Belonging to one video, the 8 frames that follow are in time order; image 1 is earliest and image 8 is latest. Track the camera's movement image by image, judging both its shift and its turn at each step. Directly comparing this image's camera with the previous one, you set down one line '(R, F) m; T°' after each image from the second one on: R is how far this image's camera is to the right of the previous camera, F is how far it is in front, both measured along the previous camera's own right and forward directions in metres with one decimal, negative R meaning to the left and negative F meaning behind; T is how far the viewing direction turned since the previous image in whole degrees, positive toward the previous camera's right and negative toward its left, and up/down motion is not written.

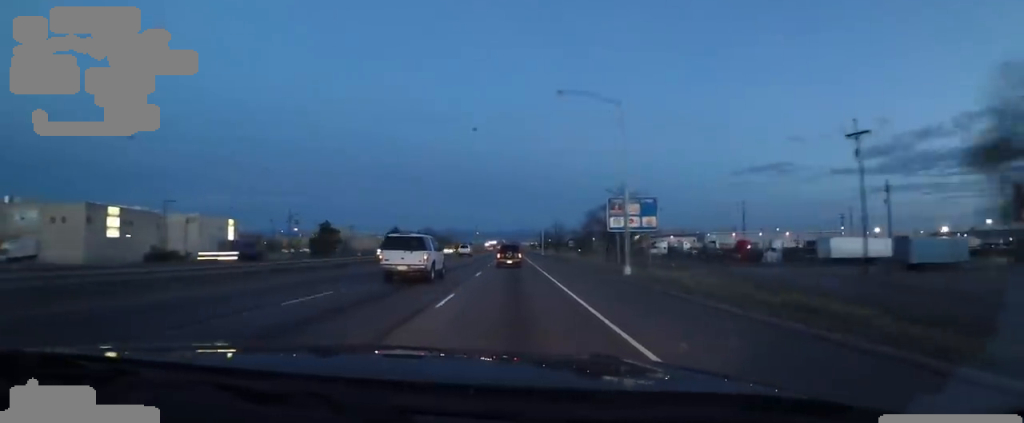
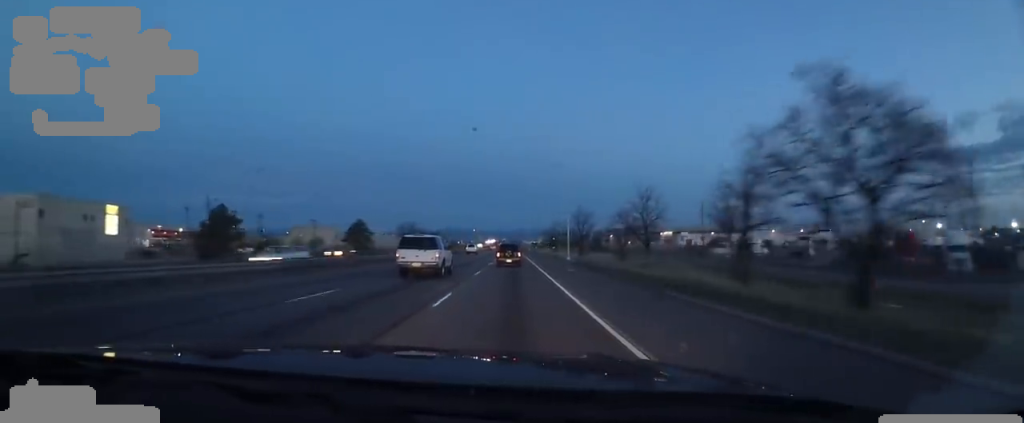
(-1.1, +35.6) m; -2°
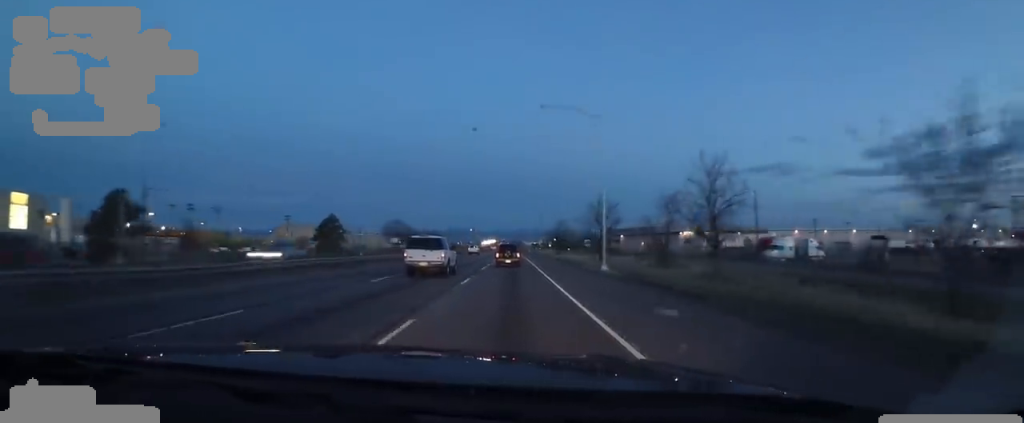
(+0.8, +17.2) m; +1°
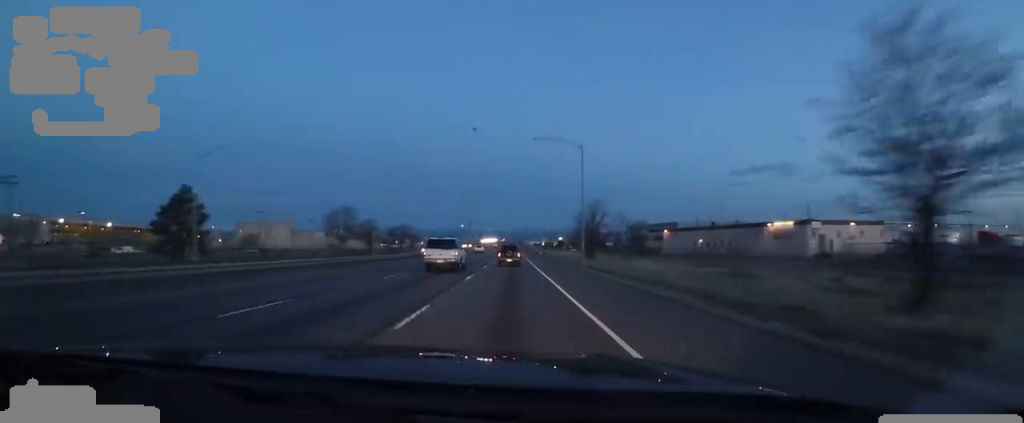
(+0.8, +47.1) m; +2°
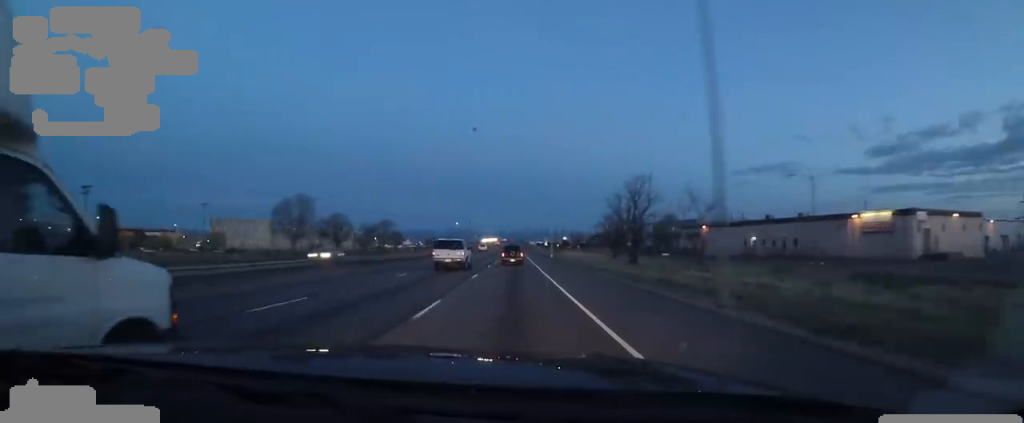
(0.0, +23.7) m; -1°
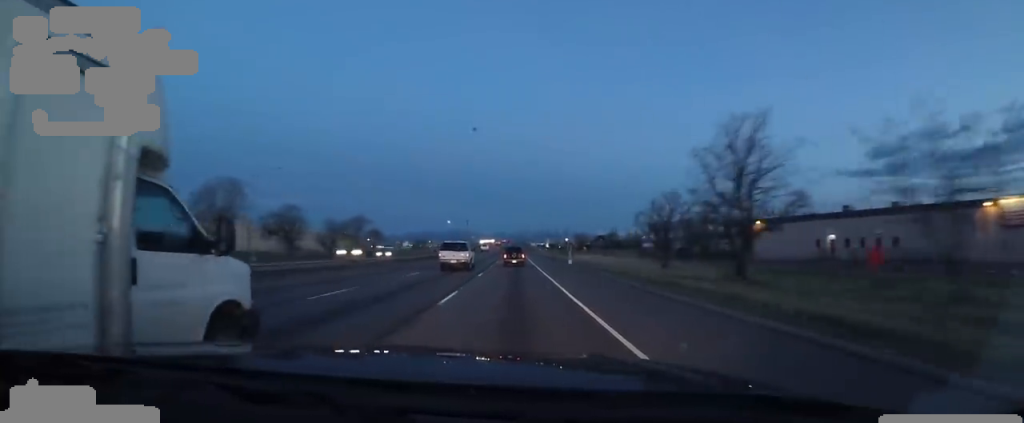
(-0.4, +22.5) m; -1°
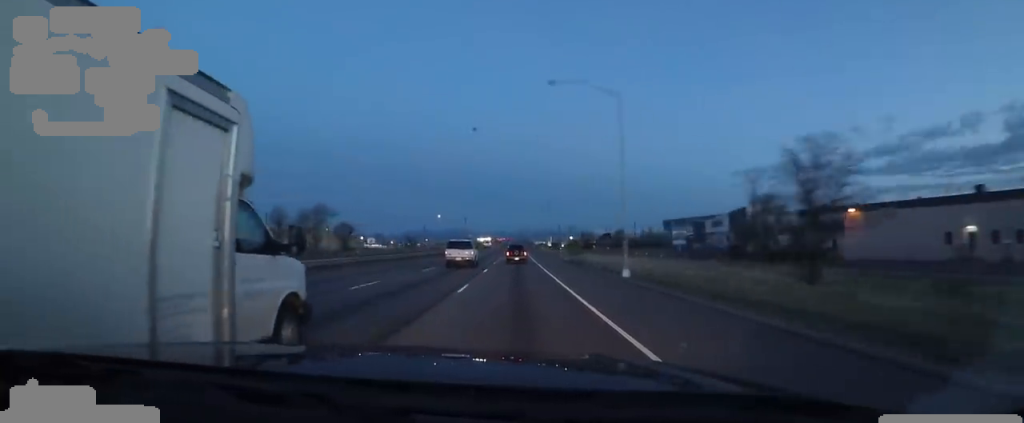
(-0.2, +22.6) m; +1°
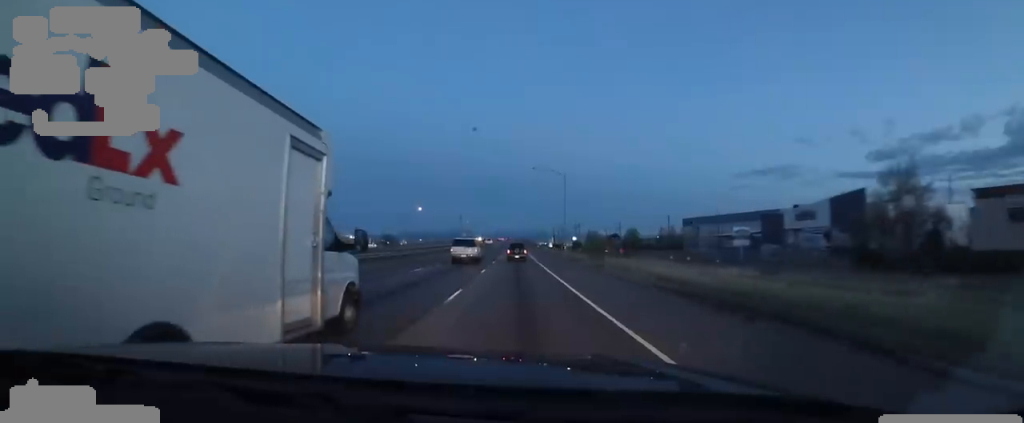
(+0.6, +27.0) m; +2°
